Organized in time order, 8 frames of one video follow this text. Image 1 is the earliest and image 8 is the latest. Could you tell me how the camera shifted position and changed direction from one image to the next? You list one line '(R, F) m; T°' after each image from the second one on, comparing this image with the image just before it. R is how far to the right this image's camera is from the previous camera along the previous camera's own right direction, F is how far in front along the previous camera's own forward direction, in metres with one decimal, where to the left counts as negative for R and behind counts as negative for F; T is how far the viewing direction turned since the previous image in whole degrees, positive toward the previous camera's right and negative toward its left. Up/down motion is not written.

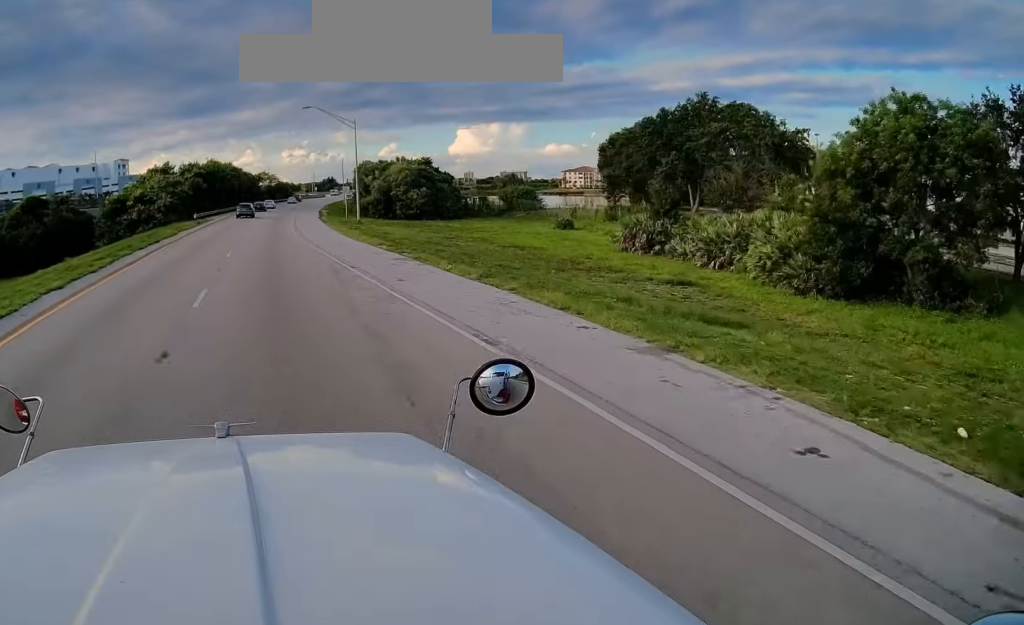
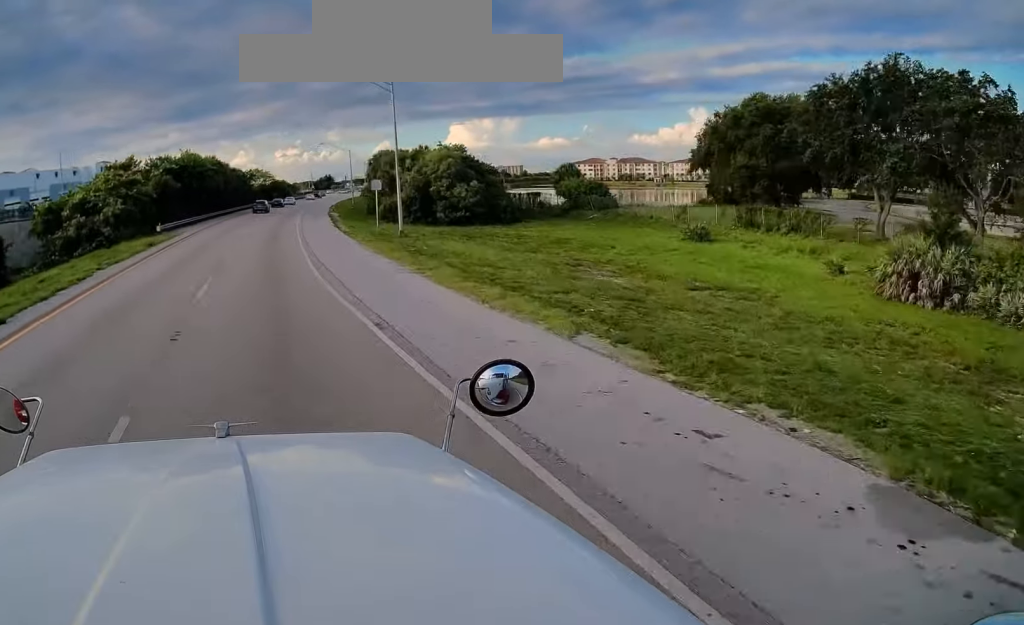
(-0.3, +23.3) m; -1°
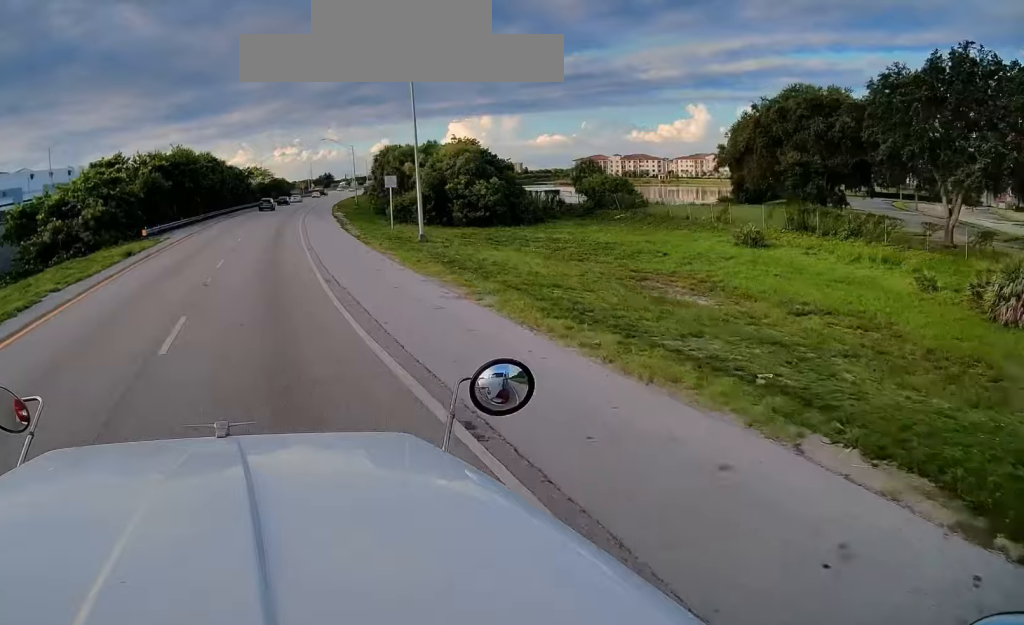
(0.0, +6.9) m; 0°
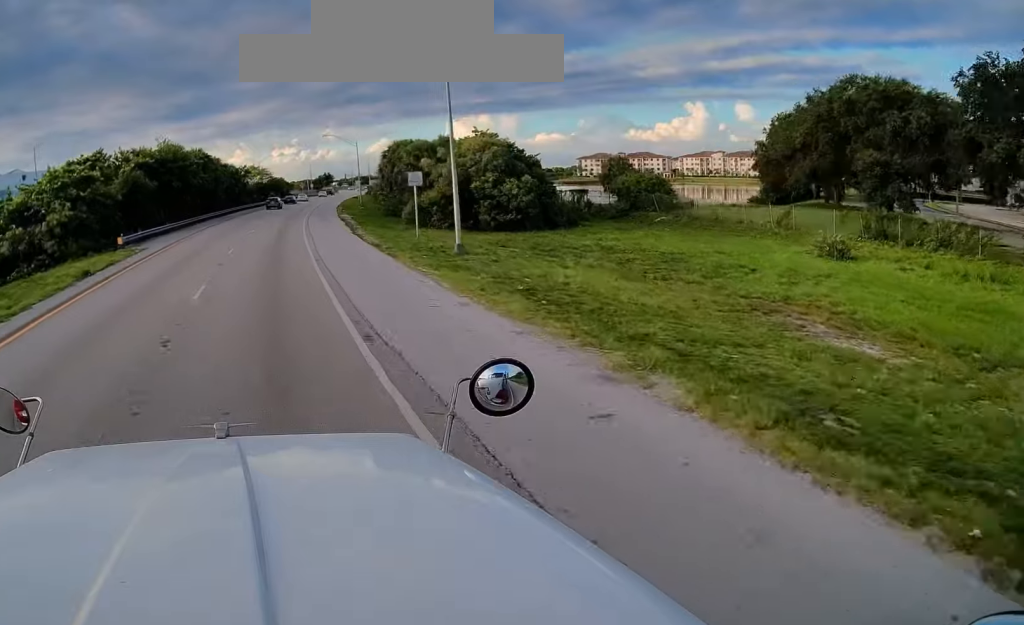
(-0.1, +8.2) m; +1°
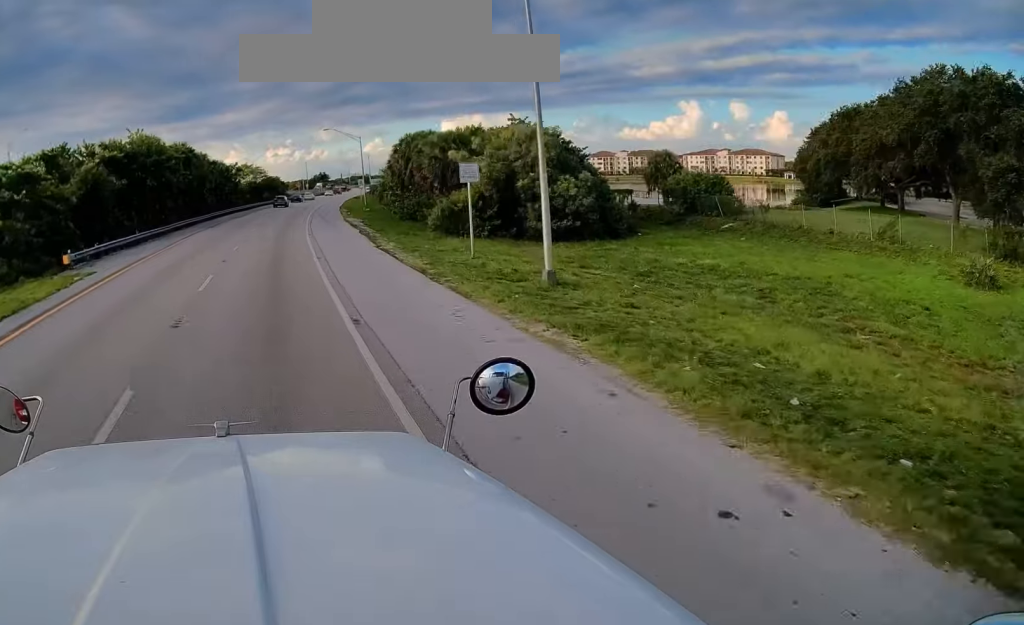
(+0.1, +10.9) m; +1°
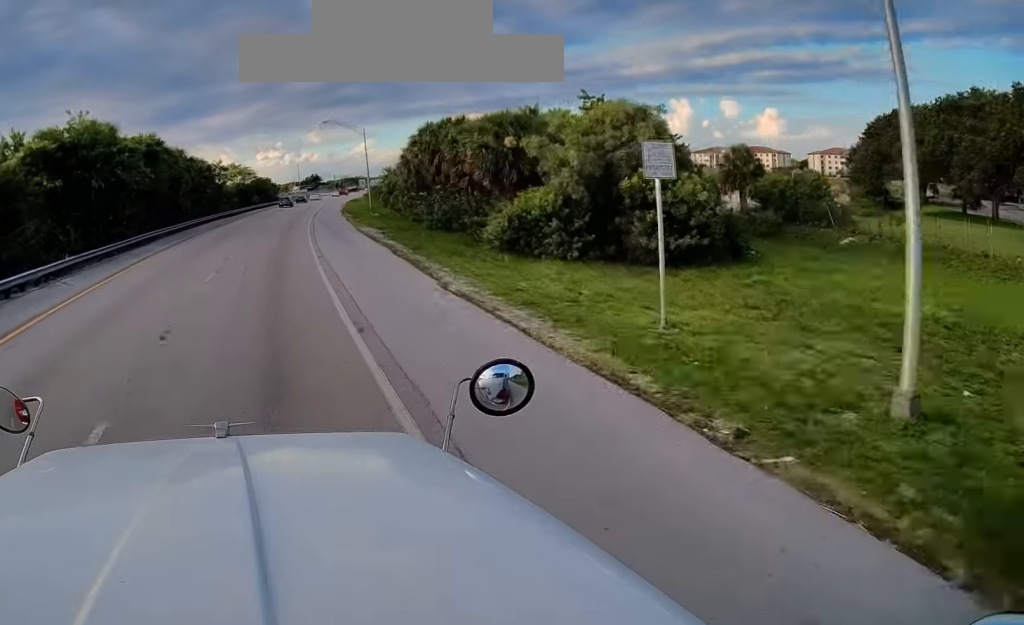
(+0.3, +15.8) m; +1°
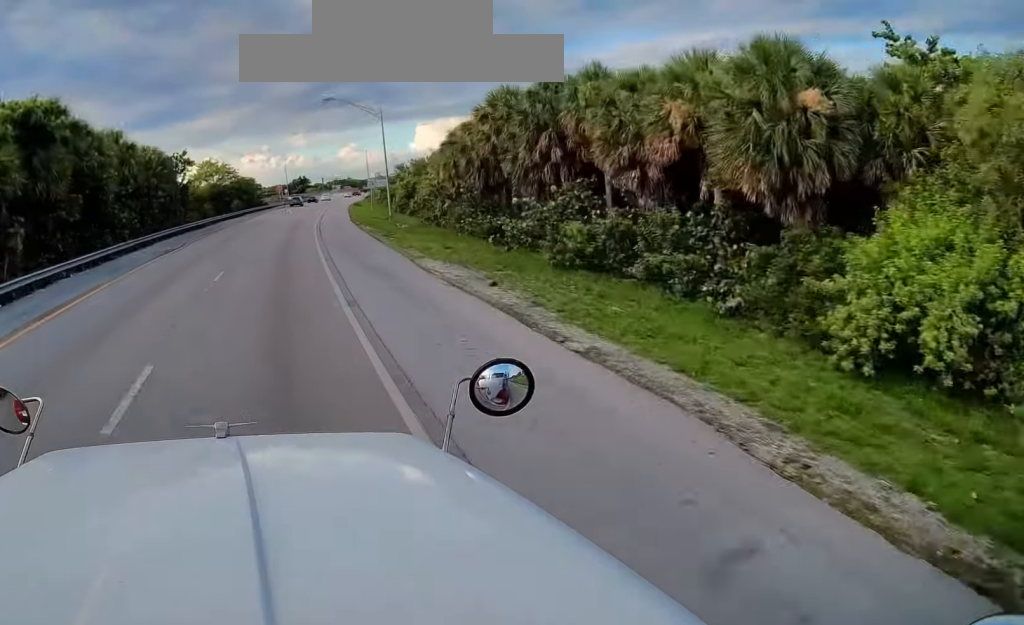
(+0.1, +25.0) m; +1°
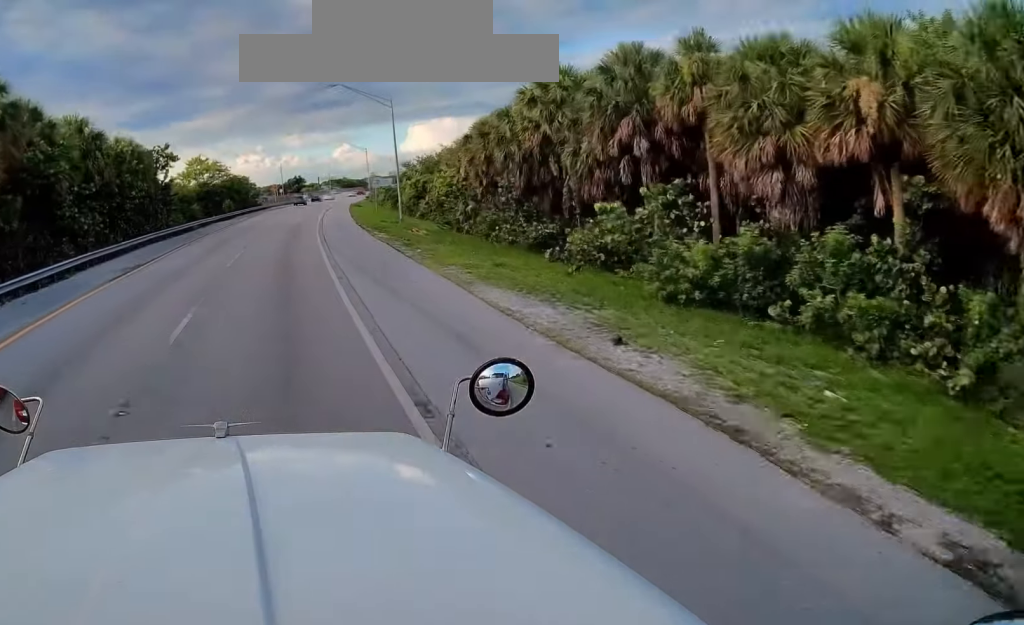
(0.0, +8.1) m; +1°
